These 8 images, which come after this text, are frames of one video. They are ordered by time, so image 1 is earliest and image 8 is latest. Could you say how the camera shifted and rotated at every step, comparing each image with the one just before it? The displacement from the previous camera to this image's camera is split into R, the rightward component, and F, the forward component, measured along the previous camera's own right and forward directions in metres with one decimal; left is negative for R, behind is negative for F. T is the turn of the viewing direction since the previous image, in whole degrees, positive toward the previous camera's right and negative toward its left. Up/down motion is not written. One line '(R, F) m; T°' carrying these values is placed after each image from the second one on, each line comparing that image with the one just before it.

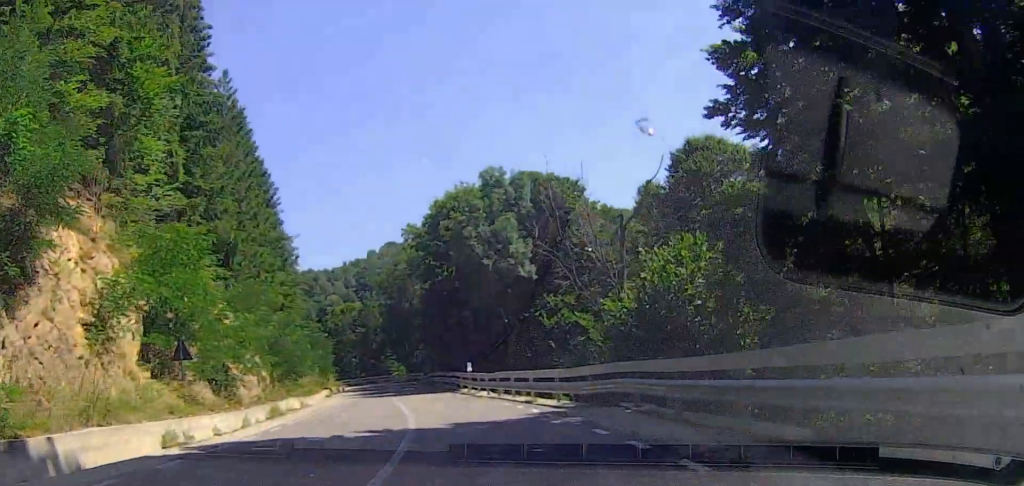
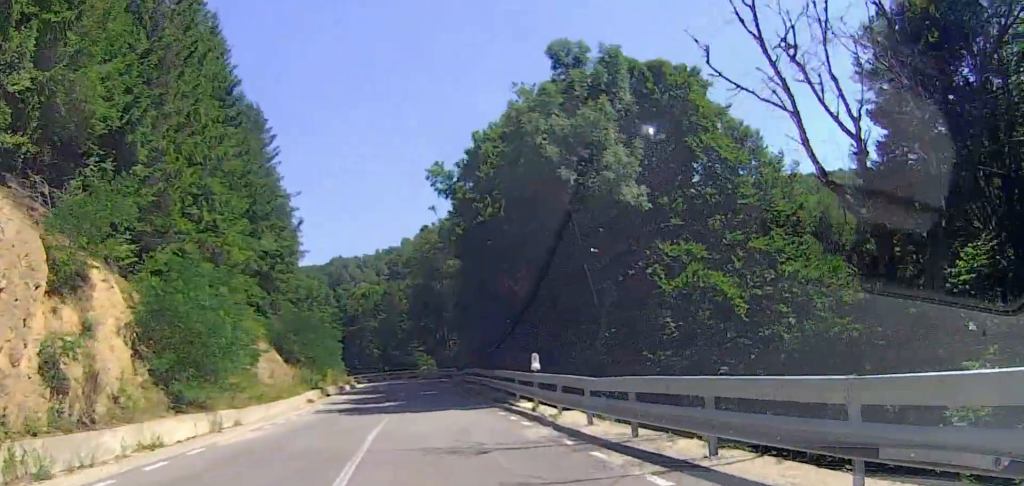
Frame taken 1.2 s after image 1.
(-2.4, +18.0) m; -9°
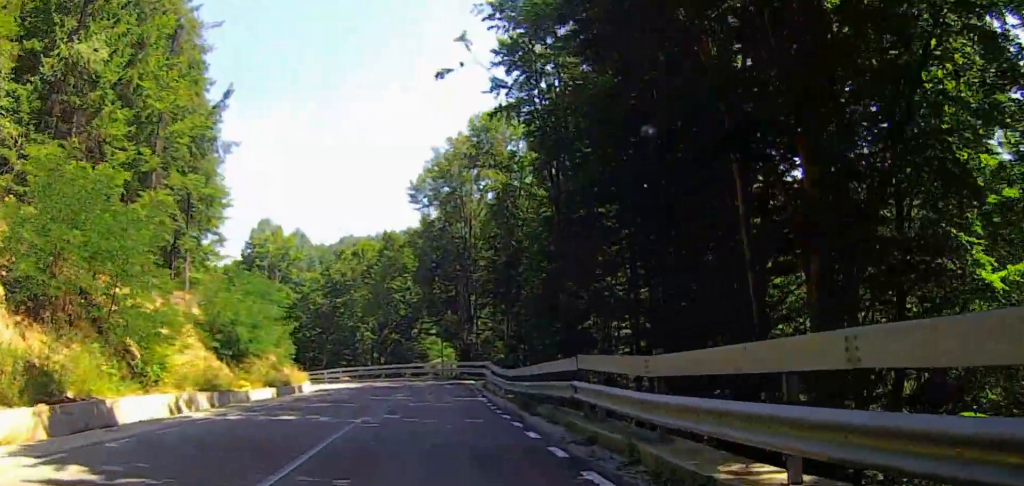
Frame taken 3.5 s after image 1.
(-0.7, +32.7) m; -1°
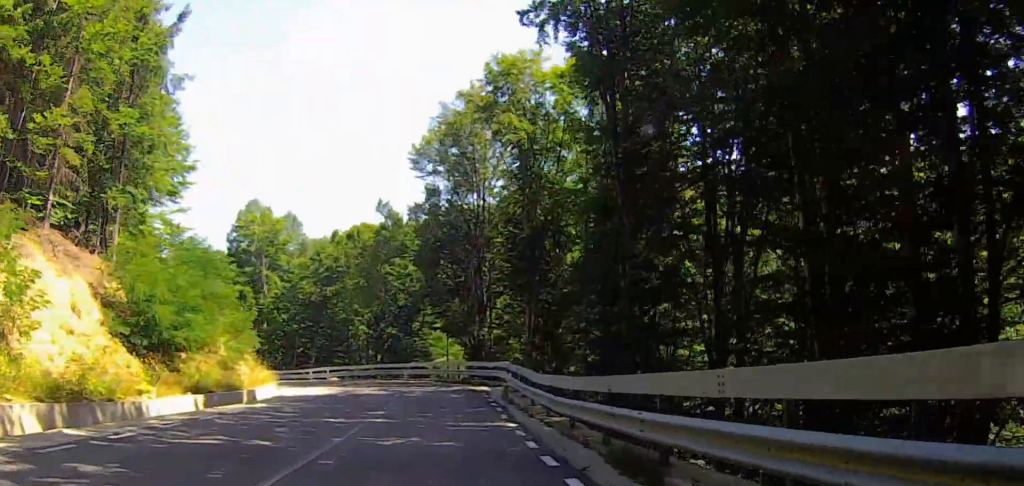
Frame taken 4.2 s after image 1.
(0.0, +10.2) m; 0°
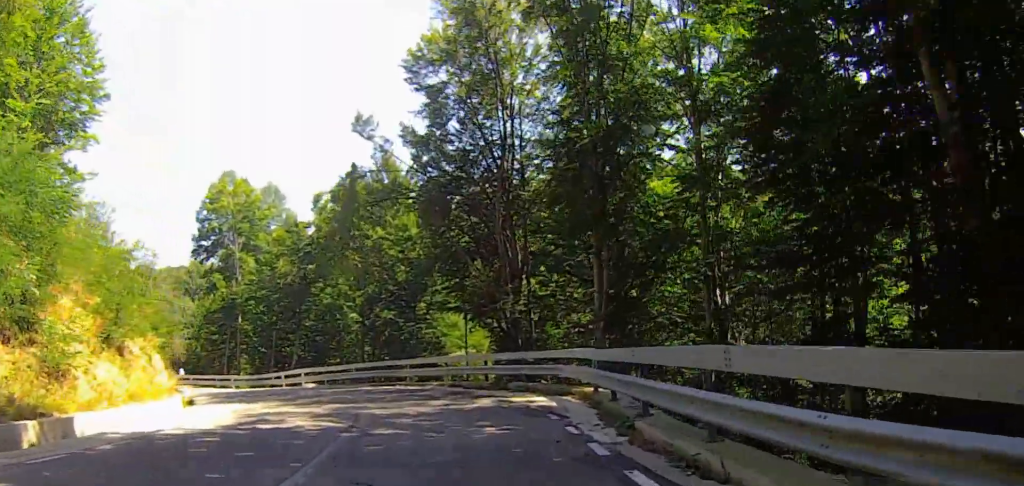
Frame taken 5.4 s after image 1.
(0.0, +17.0) m; 0°
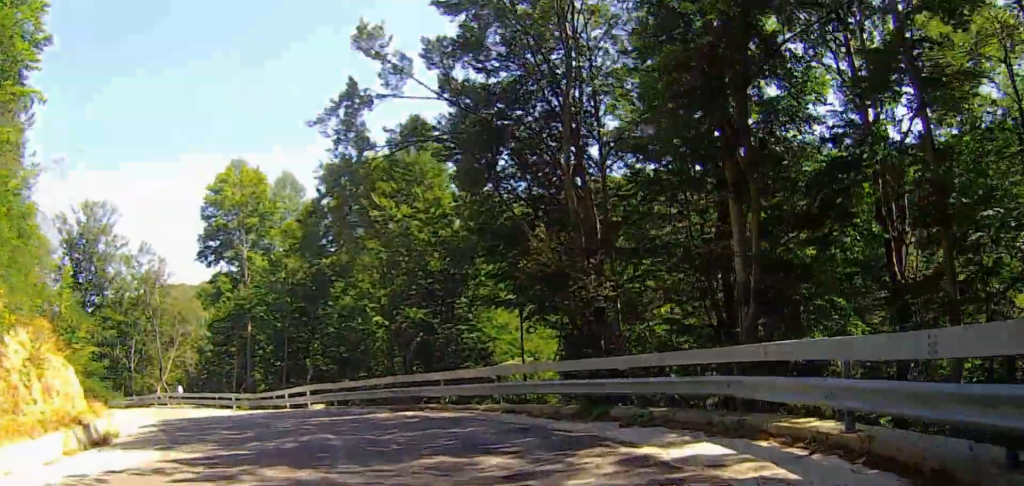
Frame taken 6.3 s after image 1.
(0.0, +11.2) m; 0°
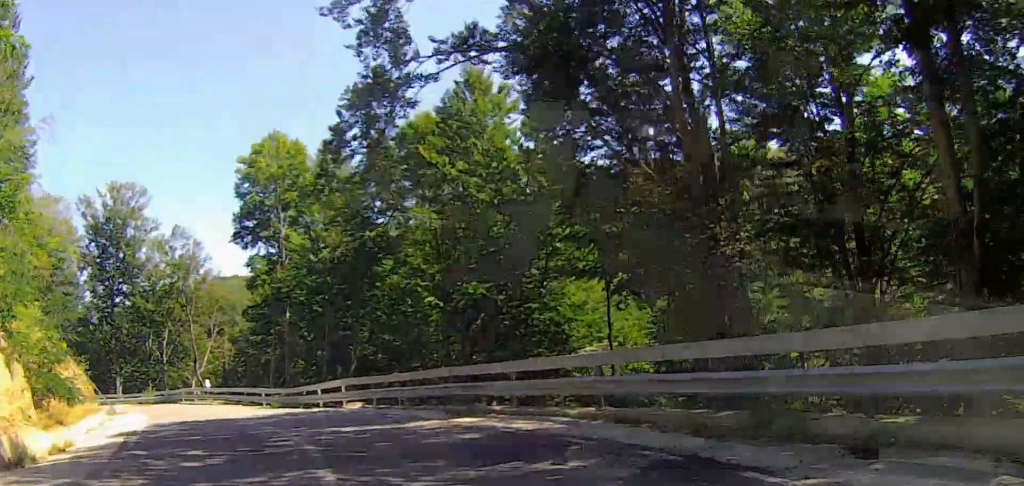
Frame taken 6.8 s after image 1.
(0.0, +6.5) m; 0°
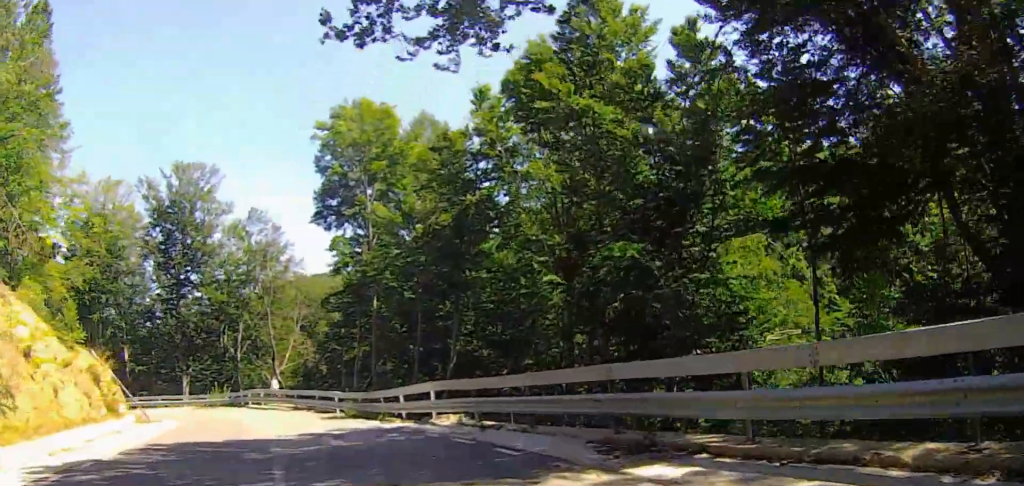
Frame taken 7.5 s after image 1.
(0.0, +8.4) m; 0°
